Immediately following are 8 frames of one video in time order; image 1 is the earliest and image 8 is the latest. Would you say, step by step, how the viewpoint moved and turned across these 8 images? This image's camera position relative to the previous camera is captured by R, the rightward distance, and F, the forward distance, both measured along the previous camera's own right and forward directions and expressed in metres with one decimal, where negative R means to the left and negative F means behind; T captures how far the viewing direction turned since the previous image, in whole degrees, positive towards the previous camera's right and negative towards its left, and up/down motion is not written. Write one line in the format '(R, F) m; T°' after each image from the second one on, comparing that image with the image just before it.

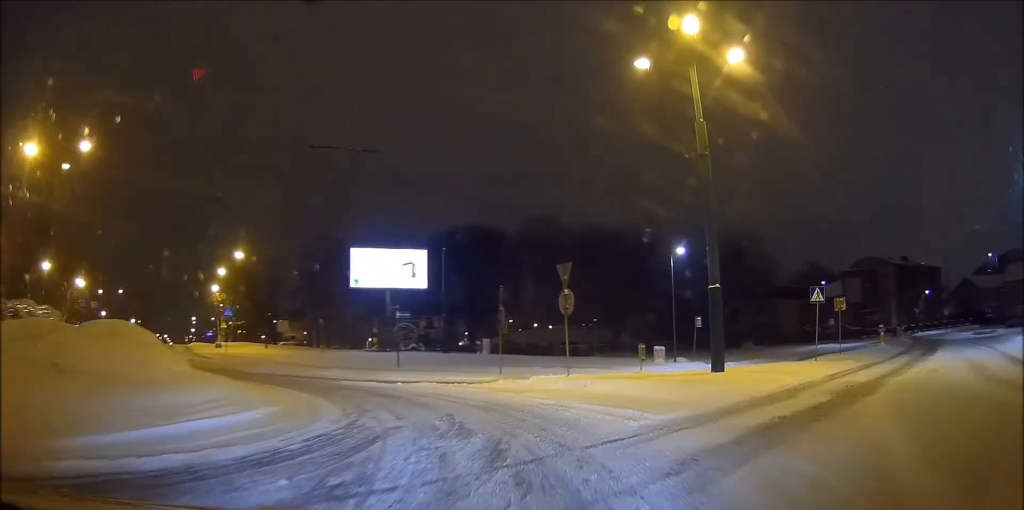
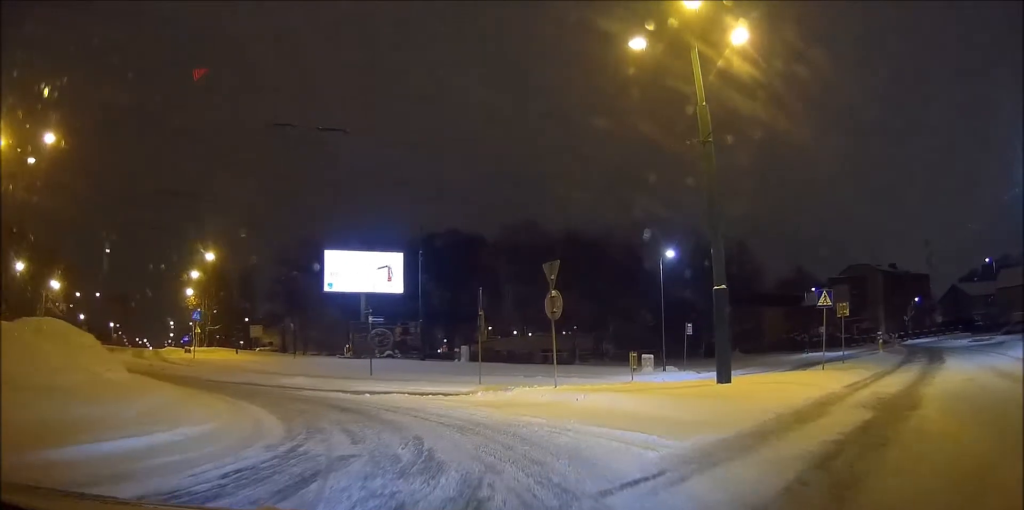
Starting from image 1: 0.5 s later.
(0.0, +2.4) m; 0°
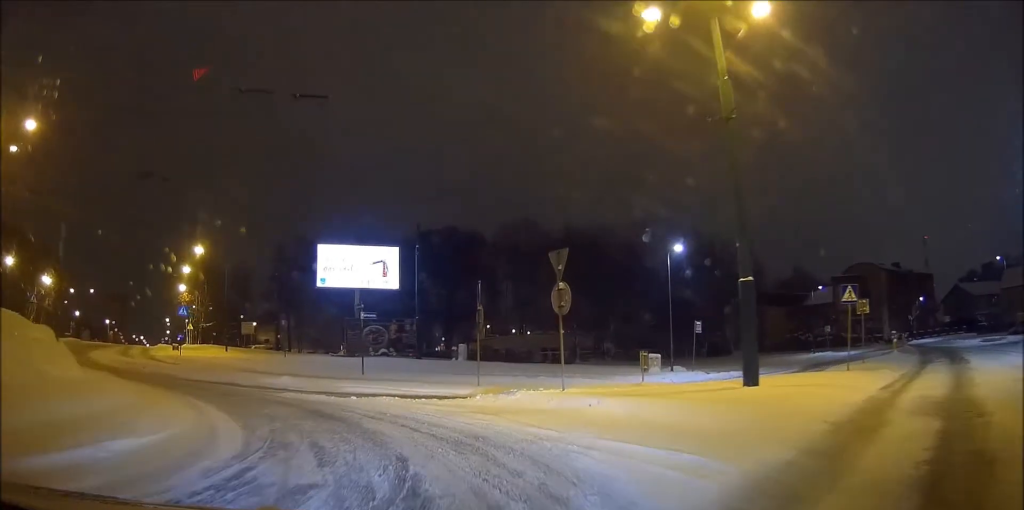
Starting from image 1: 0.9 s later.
(0.0, +2.1) m; +1°
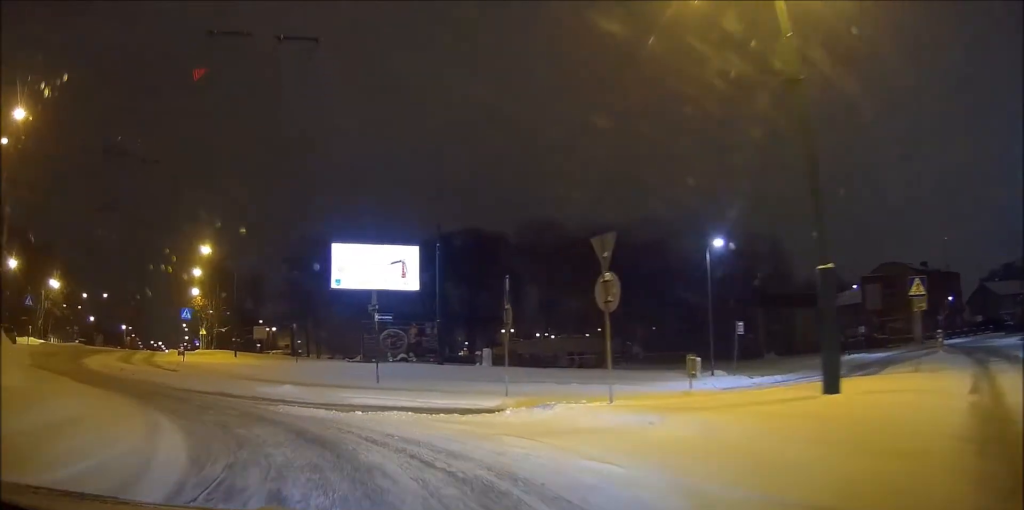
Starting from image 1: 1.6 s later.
(+0.1, +3.0) m; +1°
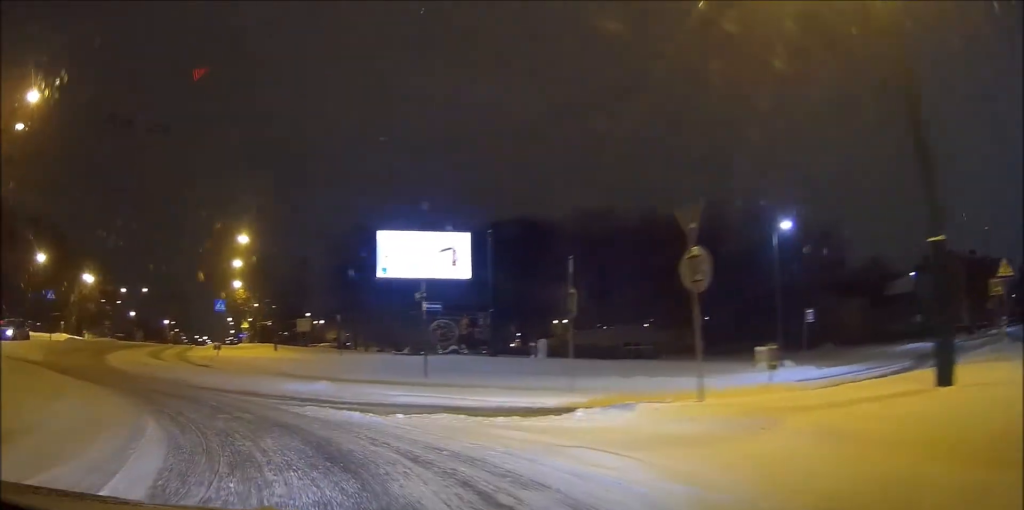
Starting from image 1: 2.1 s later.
(0.0, +2.3) m; -2°
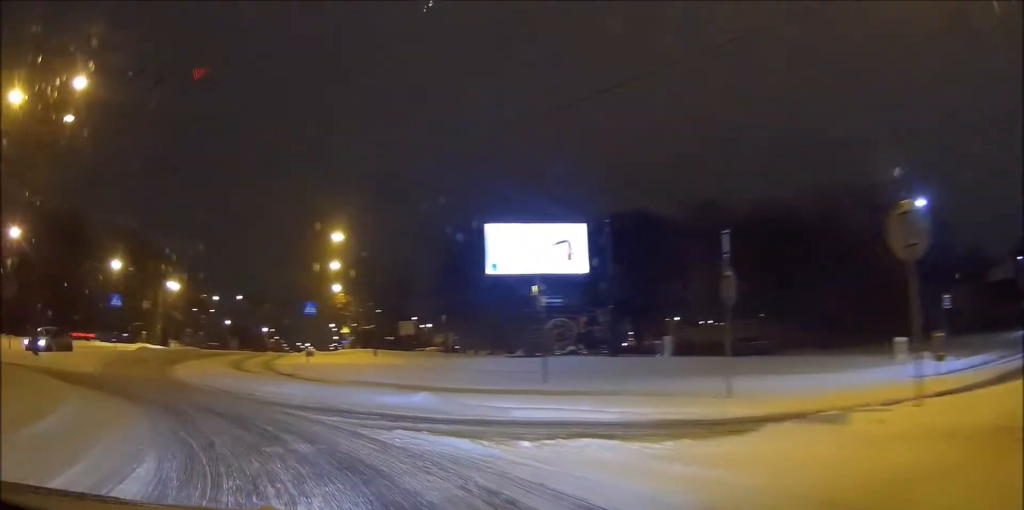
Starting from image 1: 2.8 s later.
(+0.1, +3.3) m; -5°
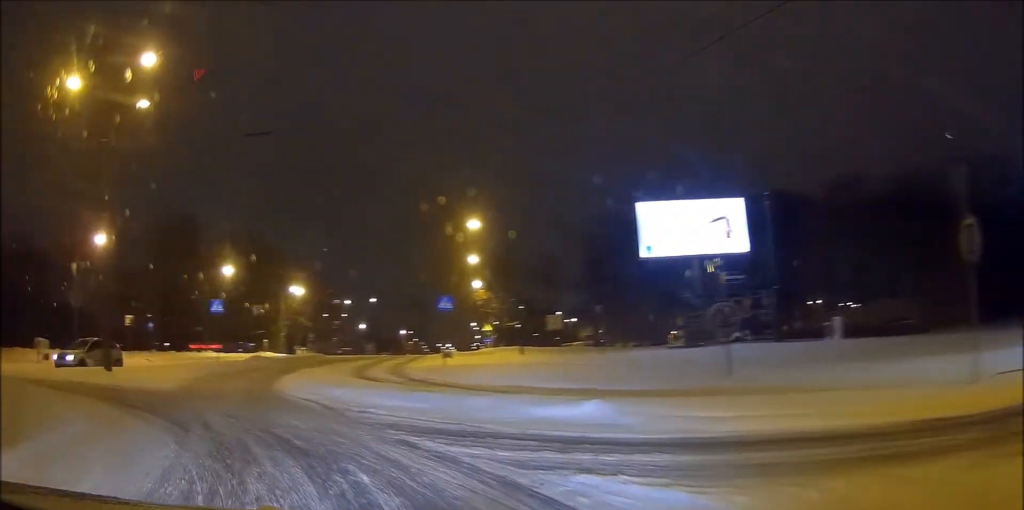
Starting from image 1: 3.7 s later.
(-0.5, +3.8) m; -10°
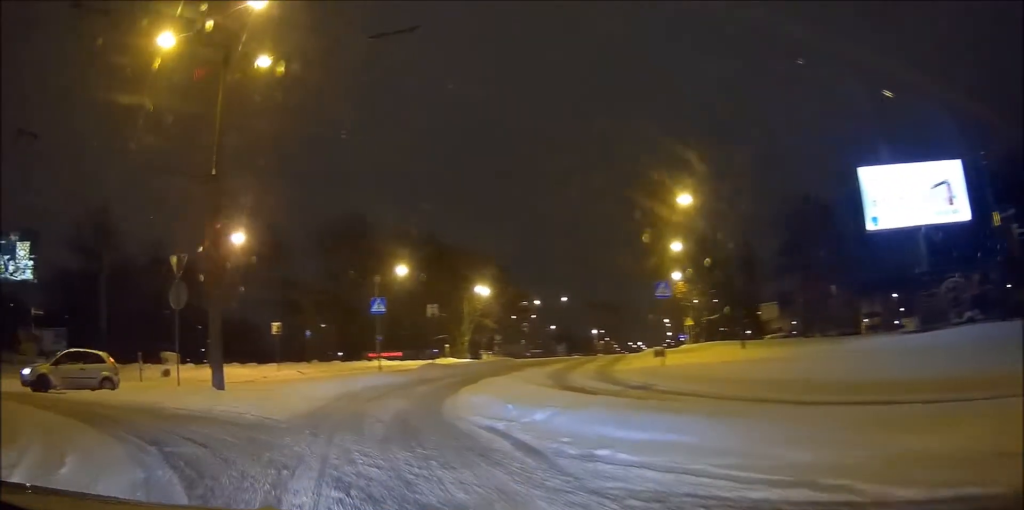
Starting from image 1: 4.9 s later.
(-0.6, +5.3) m; -14°
